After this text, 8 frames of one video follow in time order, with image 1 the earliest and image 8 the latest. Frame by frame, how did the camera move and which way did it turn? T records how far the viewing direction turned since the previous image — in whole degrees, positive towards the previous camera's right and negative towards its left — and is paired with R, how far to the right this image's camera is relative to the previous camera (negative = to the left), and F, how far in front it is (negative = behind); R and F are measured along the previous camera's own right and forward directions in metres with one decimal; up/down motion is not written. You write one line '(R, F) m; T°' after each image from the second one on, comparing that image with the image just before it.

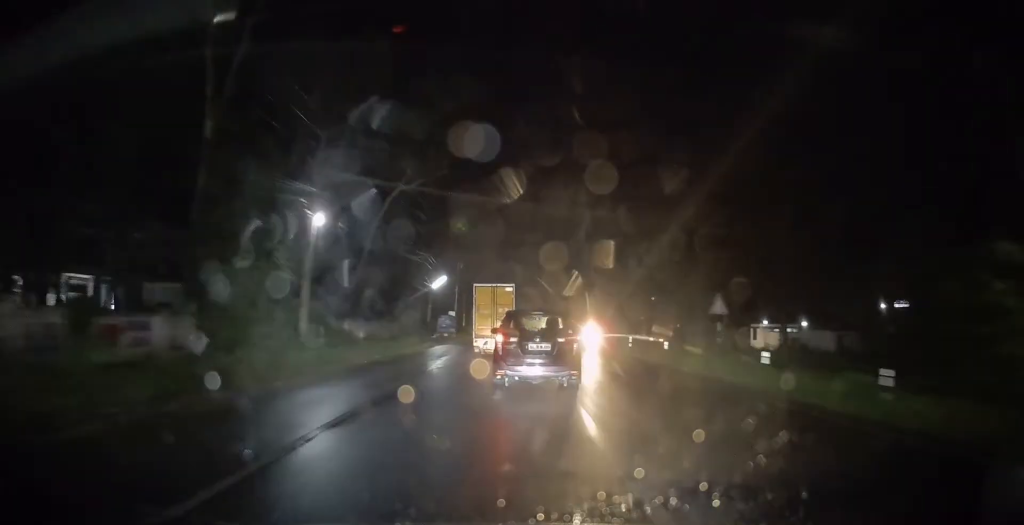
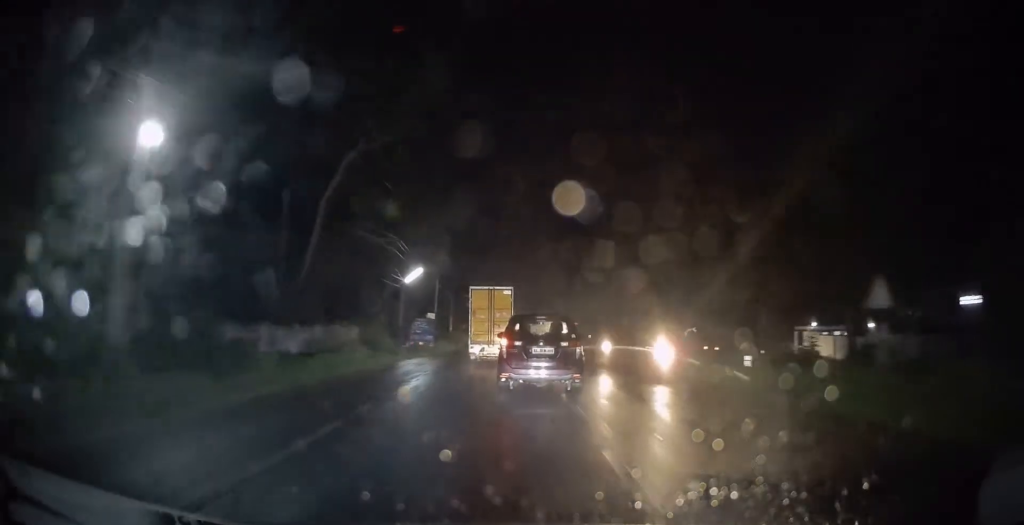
(0.0, +10.4) m; 0°
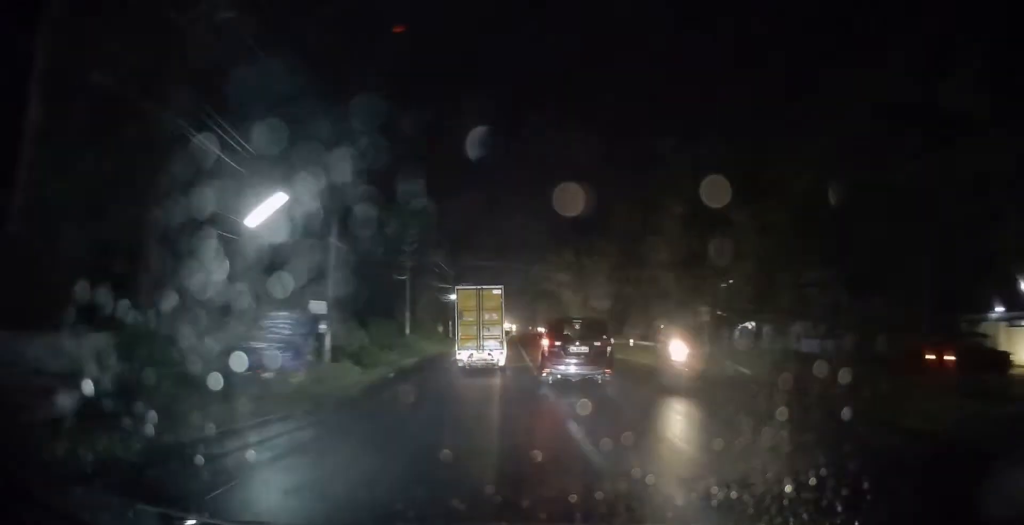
(+0.3, +21.0) m; +1°
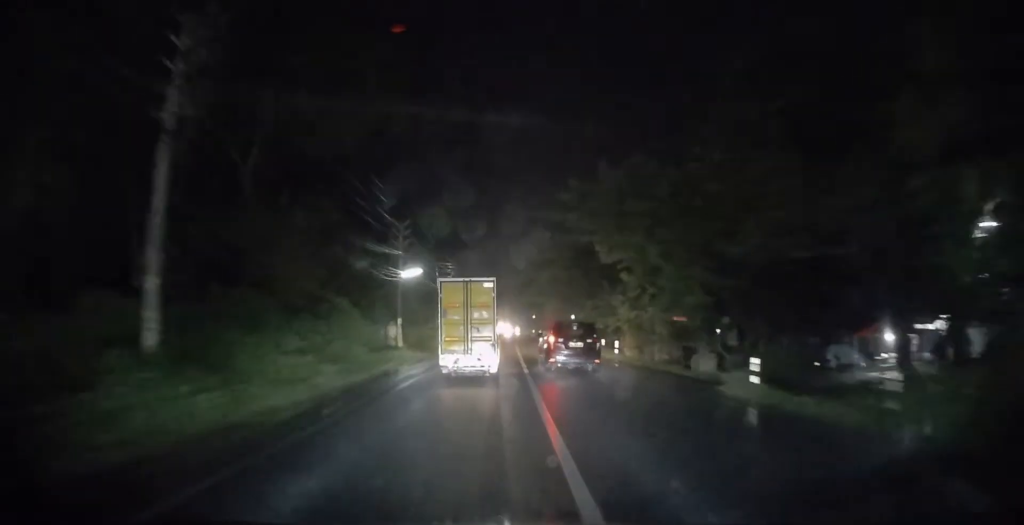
(-0.1, +28.4) m; -1°
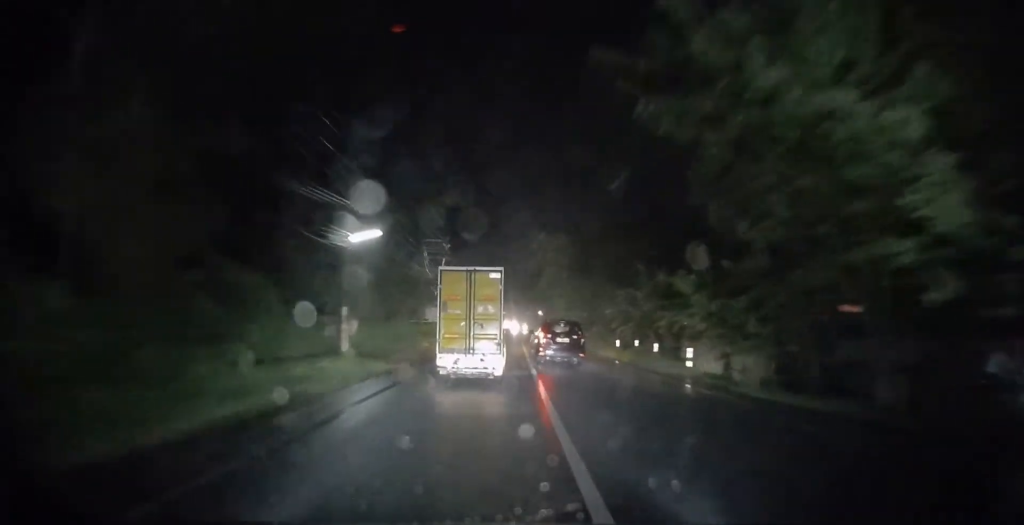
(+0.1, +12.9) m; 0°
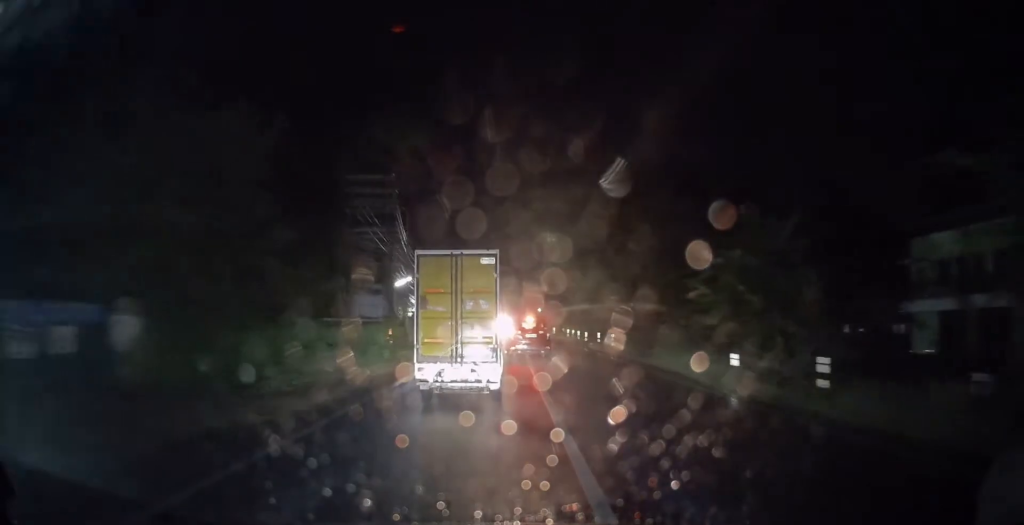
(+0.2, +19.5) m; +1°
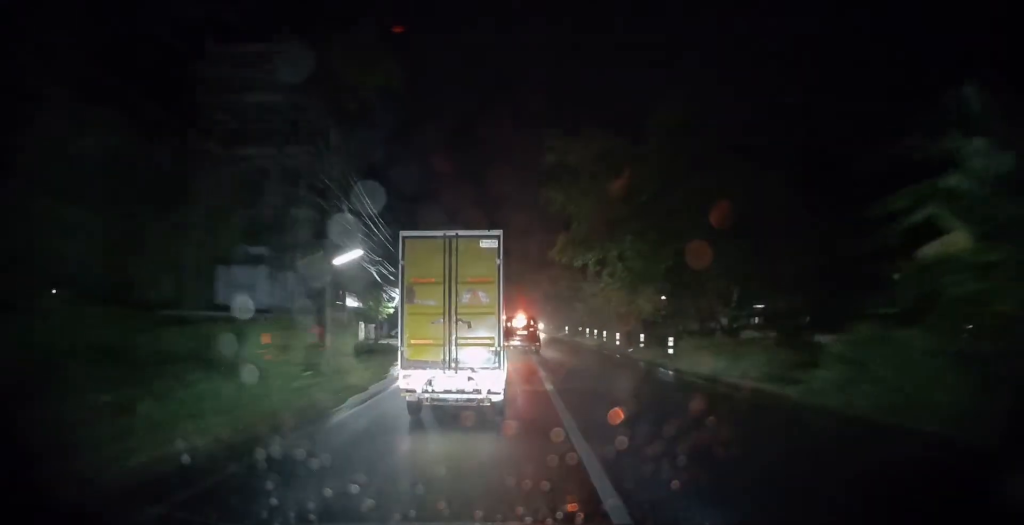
(+0.3, +12.7) m; -1°
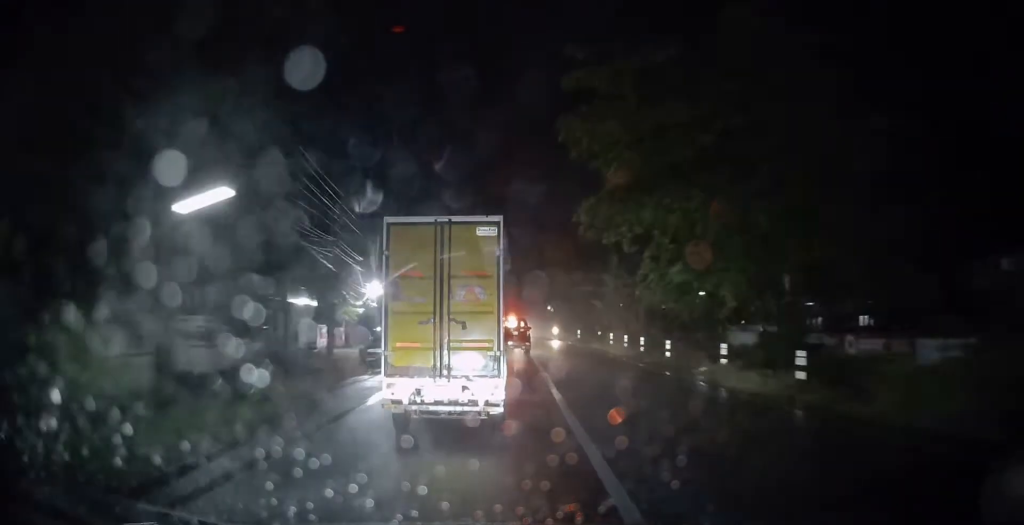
(-0.5, +11.5) m; -1°
